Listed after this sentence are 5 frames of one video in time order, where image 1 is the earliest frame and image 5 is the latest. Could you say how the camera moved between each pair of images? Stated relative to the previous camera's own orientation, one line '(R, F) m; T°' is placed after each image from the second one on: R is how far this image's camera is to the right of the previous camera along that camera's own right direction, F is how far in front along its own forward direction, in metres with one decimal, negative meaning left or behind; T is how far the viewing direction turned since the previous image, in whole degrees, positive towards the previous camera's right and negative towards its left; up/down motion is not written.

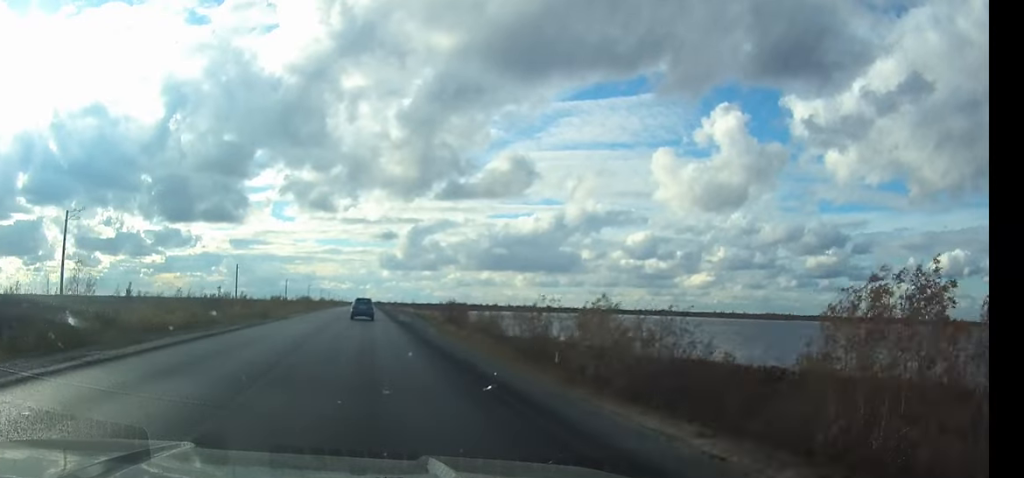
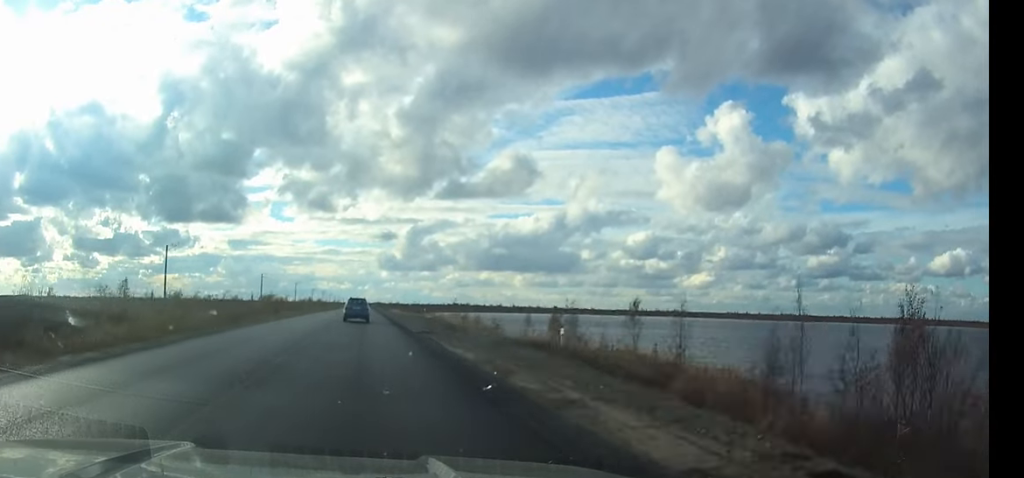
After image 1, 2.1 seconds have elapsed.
(0.0, +57.6) m; 0°
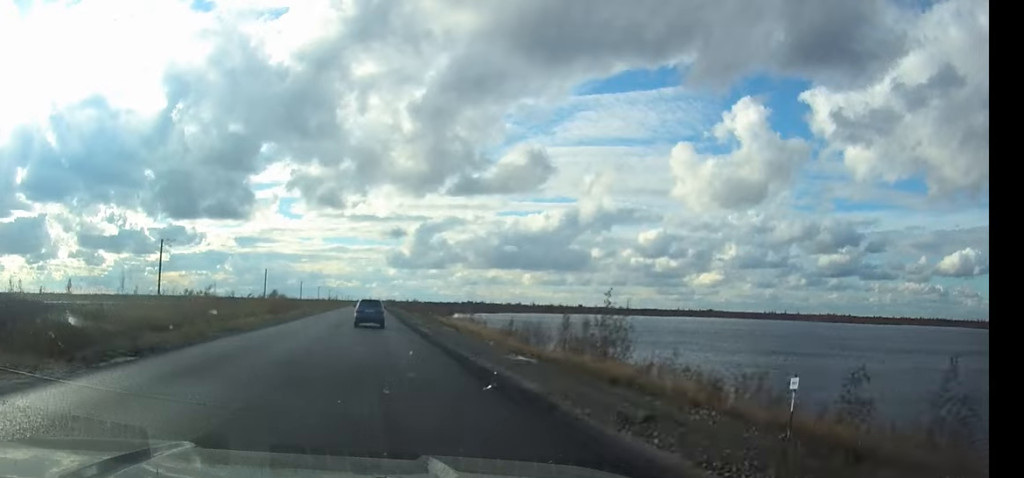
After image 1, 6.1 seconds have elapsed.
(-0.6, +108.3) m; 0°
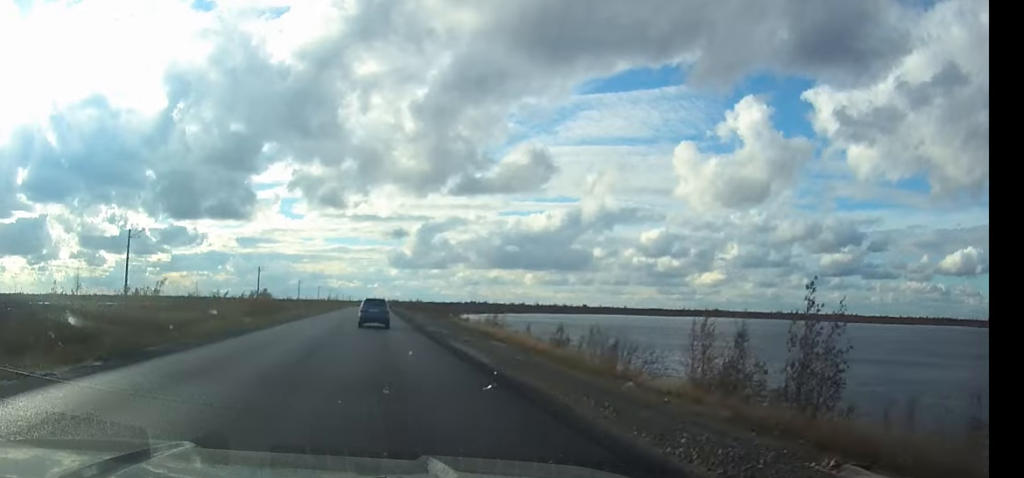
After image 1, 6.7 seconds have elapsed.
(0.0, +15.6) m; 0°
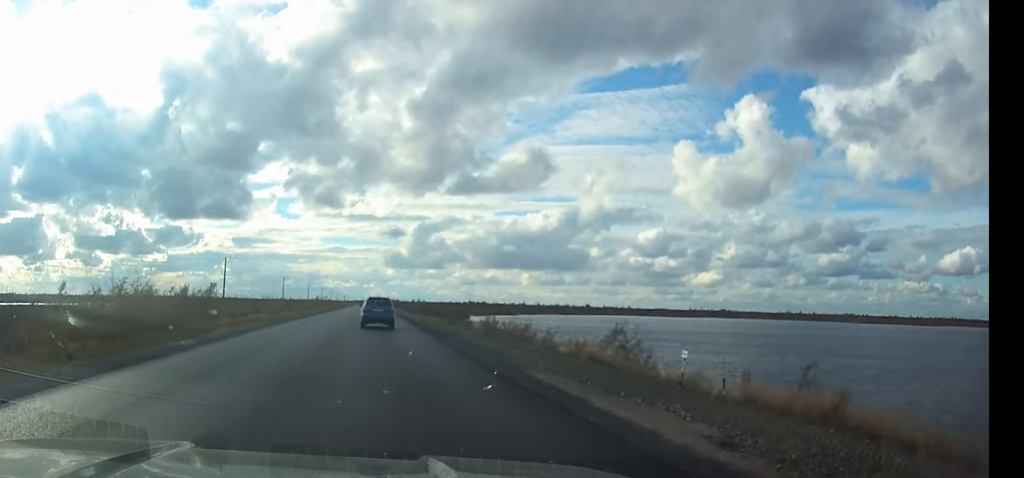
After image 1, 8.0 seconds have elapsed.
(0.0, +38.7) m; 0°
